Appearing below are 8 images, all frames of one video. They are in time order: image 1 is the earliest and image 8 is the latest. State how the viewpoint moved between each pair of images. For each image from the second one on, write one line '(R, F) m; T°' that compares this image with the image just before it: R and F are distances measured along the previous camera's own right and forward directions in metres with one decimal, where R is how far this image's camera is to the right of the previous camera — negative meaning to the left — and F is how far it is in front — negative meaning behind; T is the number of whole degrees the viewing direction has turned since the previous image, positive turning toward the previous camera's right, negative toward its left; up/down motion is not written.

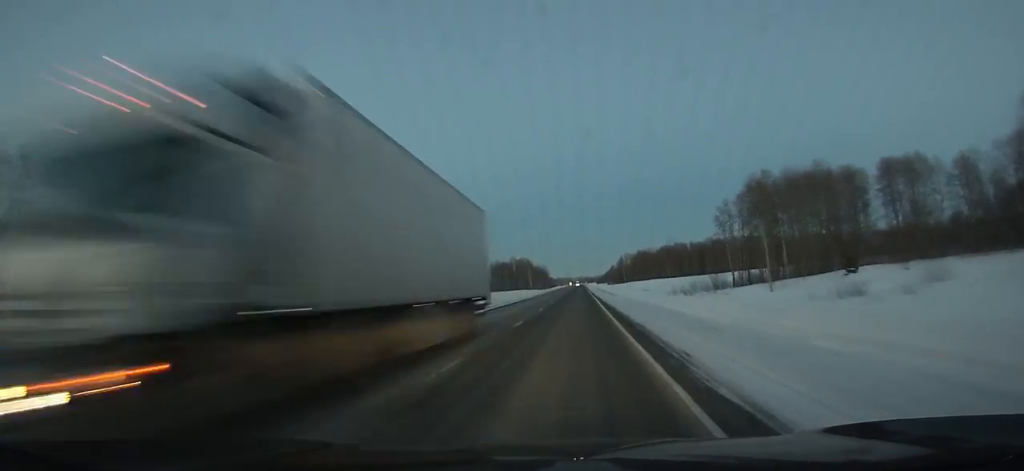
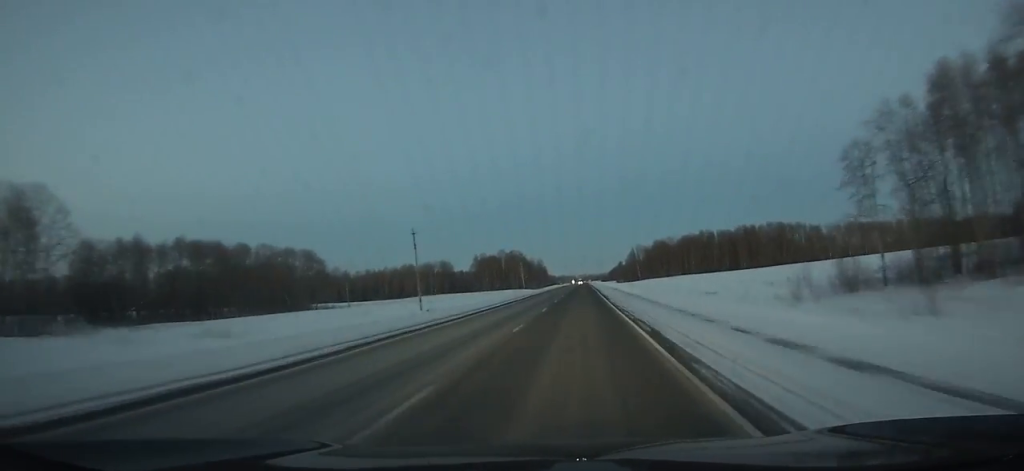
(-0.4, +65.3) m; 0°
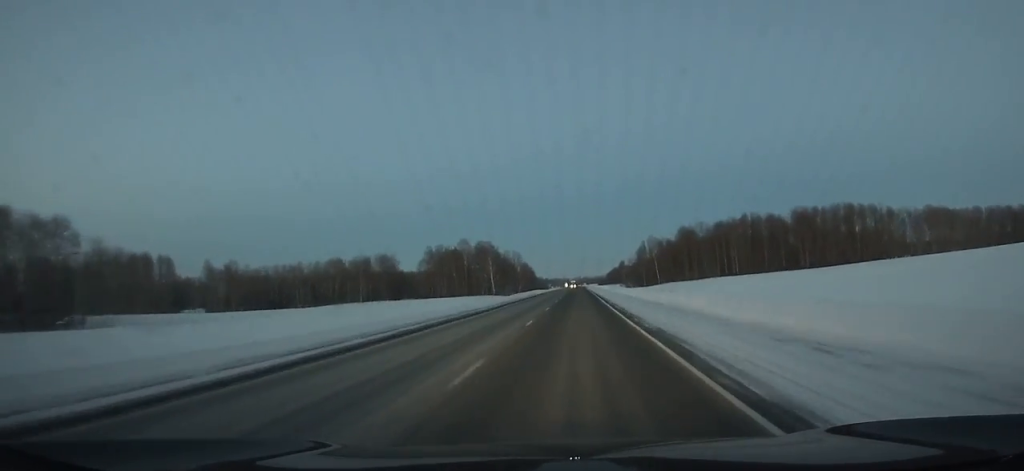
(+0.3, +82.6) m; 0°
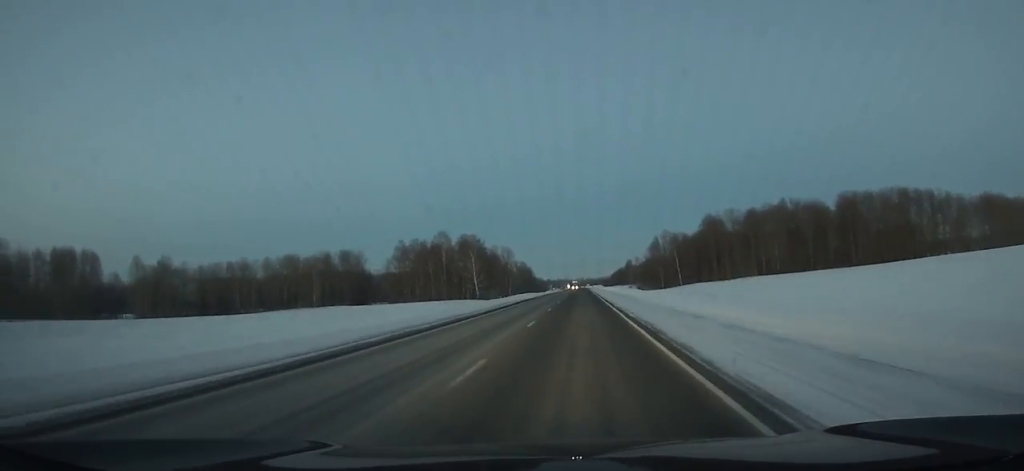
(0.0, +36.1) m; 0°
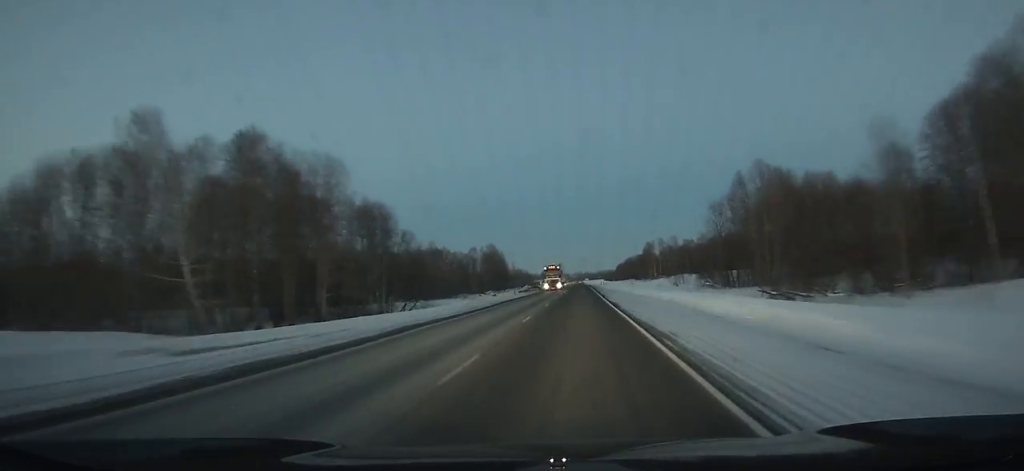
(+0.3, +119.9) m; 0°
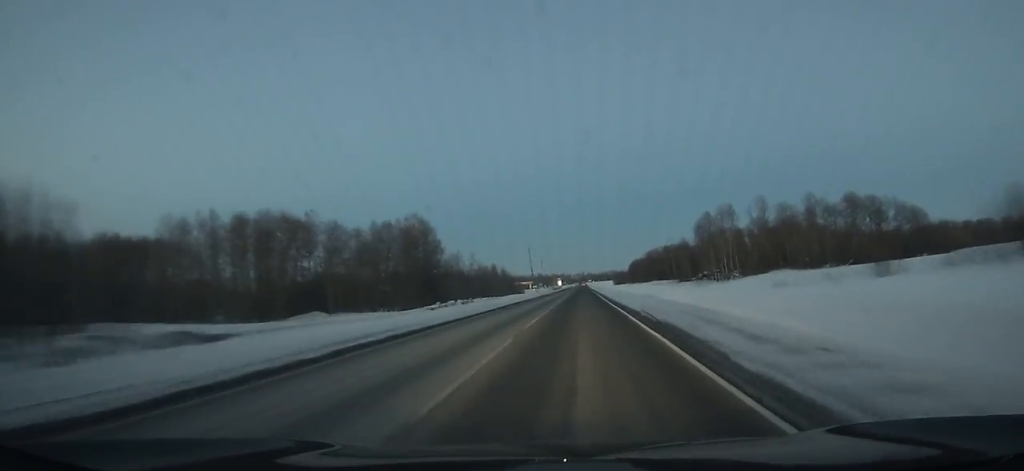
(-0.6, +119.4) m; 0°
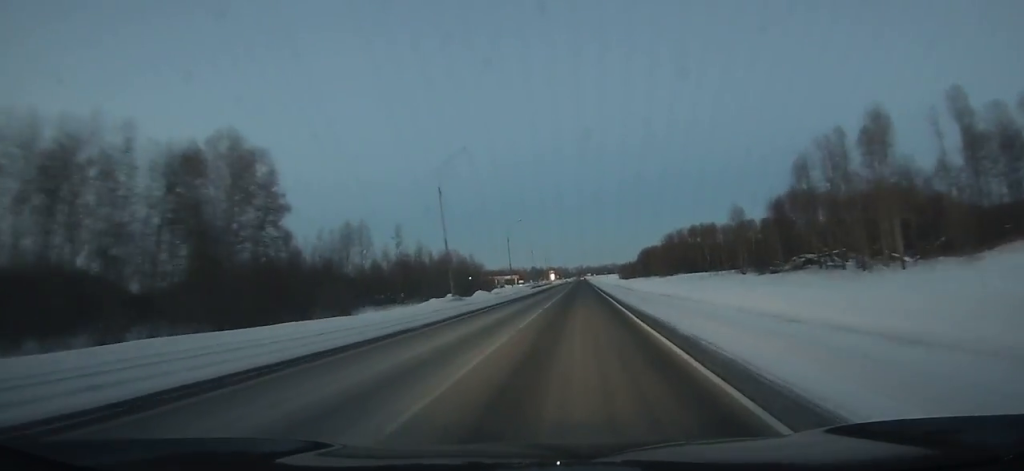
(0.0, +74.4) m; 0°
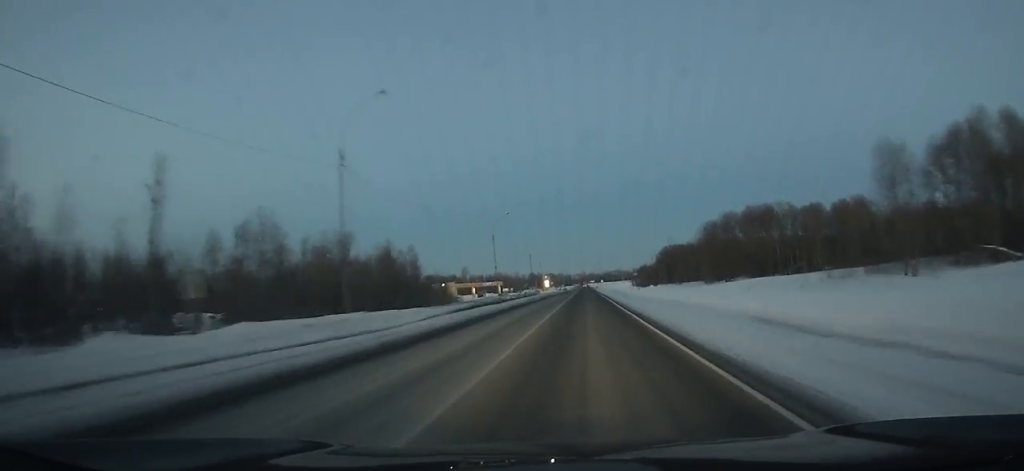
(0.0, +68.6) m; 0°
